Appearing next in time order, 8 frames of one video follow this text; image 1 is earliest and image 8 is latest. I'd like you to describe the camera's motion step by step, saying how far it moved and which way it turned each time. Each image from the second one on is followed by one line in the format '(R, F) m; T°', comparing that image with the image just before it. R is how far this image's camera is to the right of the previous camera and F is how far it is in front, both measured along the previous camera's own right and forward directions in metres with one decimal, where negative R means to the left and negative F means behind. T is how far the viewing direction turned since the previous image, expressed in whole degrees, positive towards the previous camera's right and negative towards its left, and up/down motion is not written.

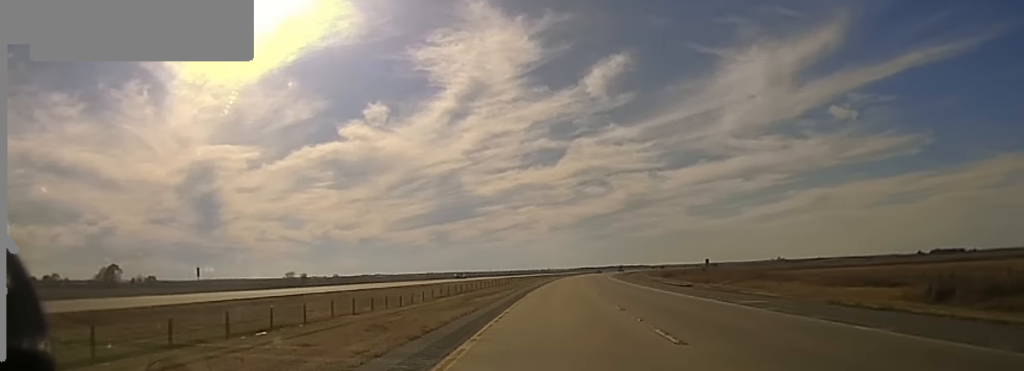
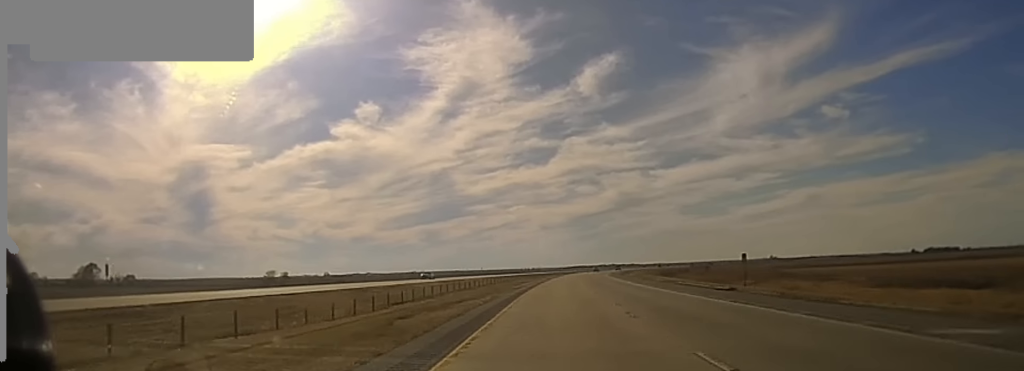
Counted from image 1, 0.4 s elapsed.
(+0.1, +17.5) m; 0°
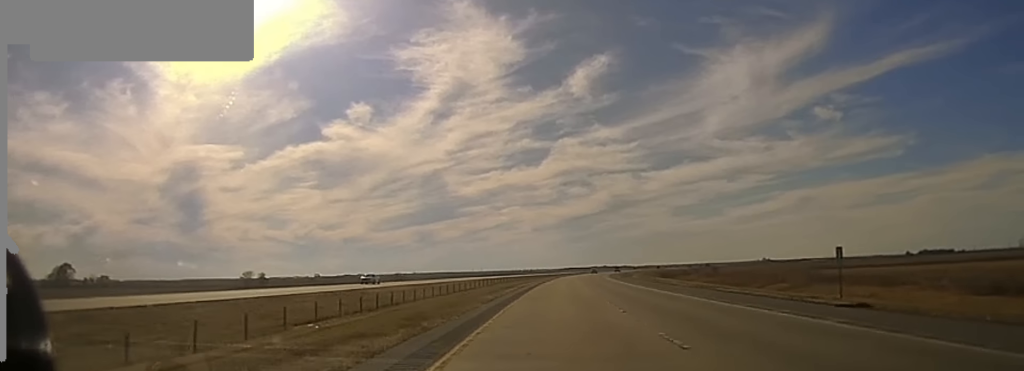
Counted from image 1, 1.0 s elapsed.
(+0.1, +20.3) m; +1°
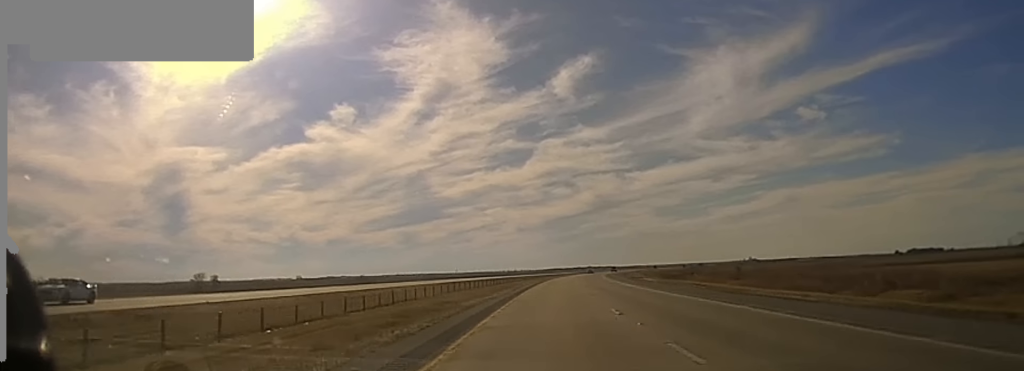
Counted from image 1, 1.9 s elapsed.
(+0.3, +33.9) m; +1°
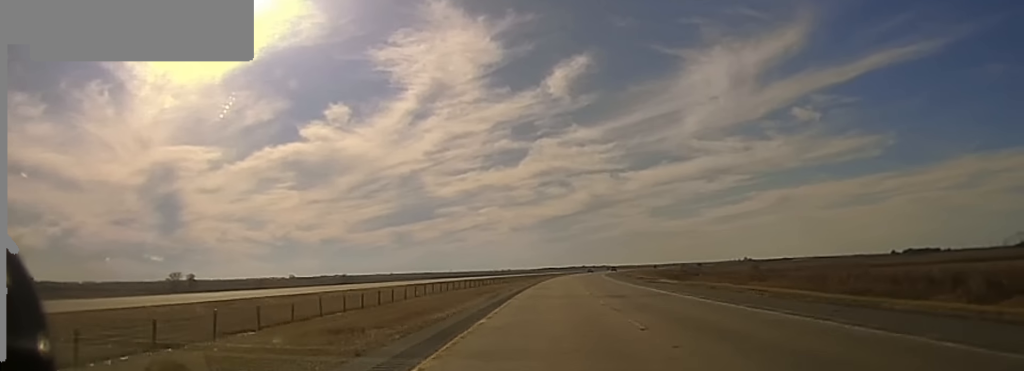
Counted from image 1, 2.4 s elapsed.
(+0.1, +15.8) m; 0°
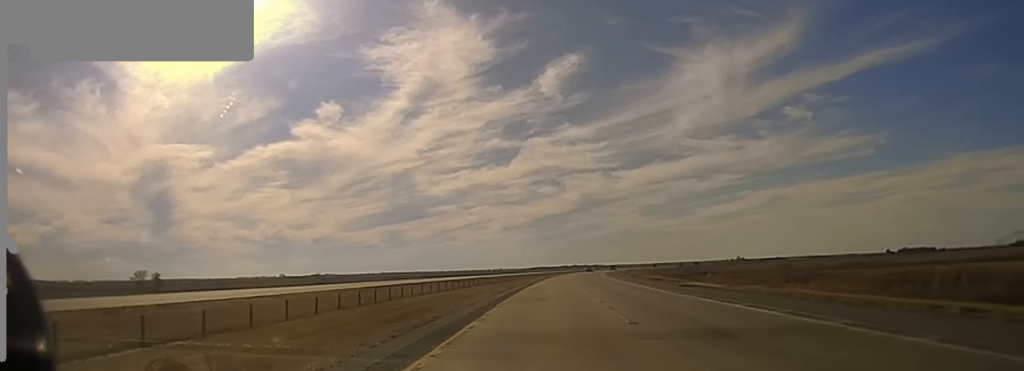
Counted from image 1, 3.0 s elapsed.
(+0.1, +20.3) m; 0°
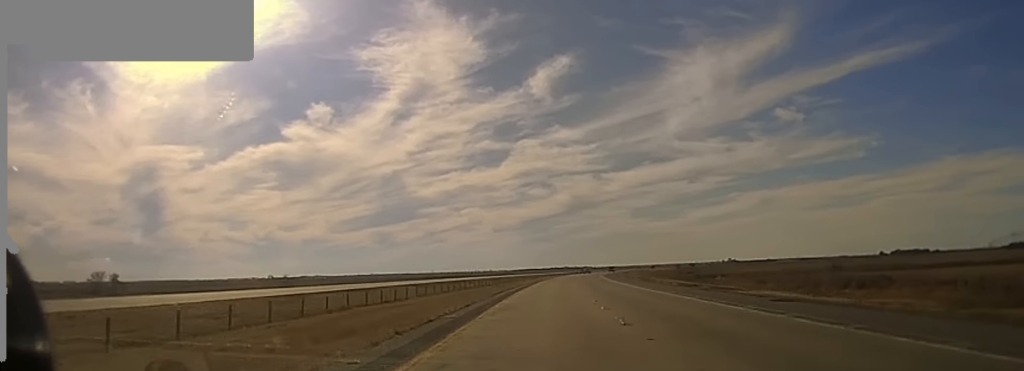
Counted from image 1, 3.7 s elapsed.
(+0.1, +23.6) m; +1°
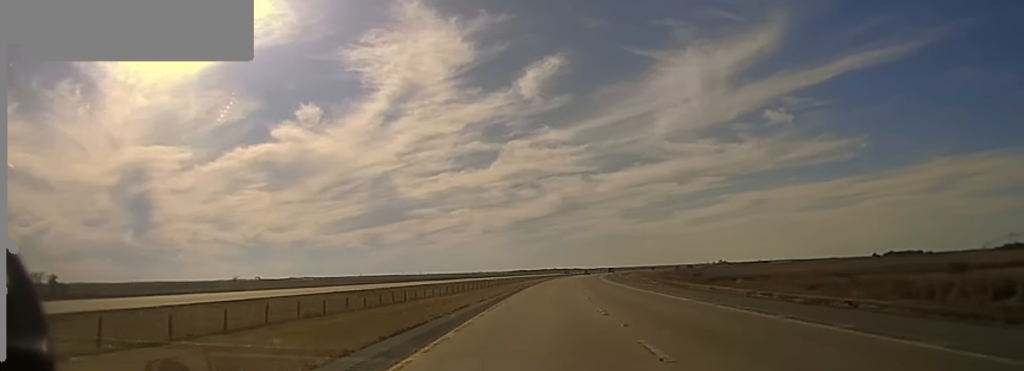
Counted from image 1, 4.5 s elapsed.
(+0.1, +29.5) m; +1°
